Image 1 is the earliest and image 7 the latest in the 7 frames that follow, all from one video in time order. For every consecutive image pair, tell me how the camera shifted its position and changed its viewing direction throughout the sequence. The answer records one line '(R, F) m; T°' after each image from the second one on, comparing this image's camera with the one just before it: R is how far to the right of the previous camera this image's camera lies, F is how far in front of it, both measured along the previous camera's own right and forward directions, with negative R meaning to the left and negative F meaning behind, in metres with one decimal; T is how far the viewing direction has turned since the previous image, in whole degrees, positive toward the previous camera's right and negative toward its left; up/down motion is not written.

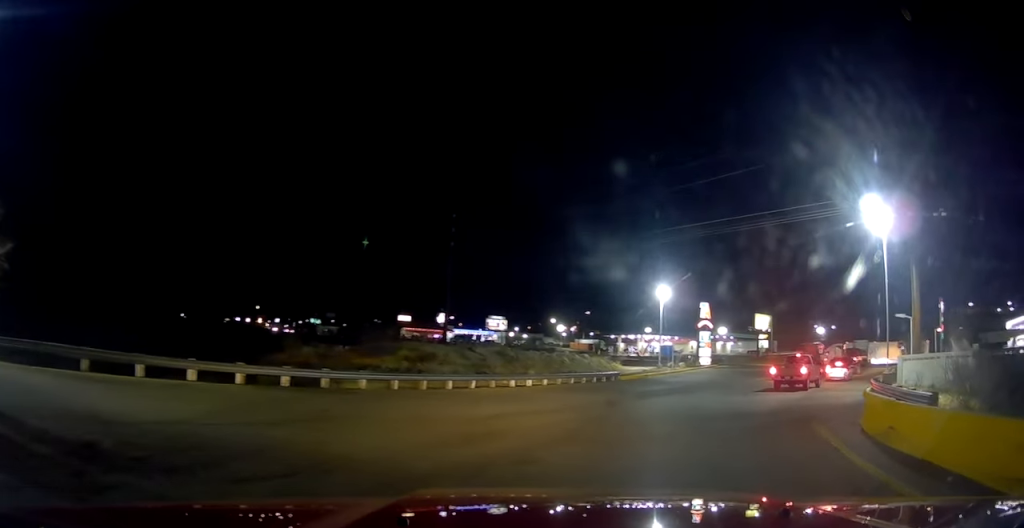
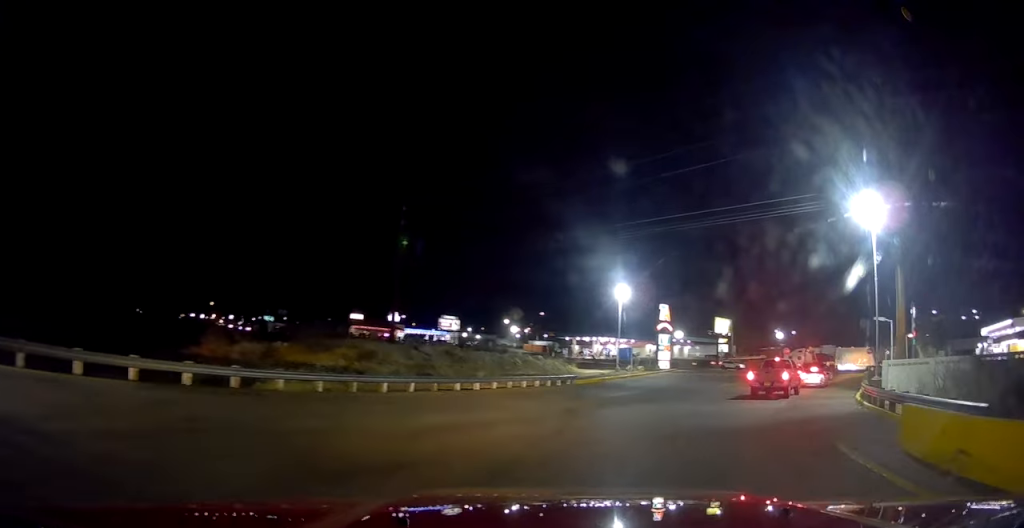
(+0.2, +3.9) m; +5°
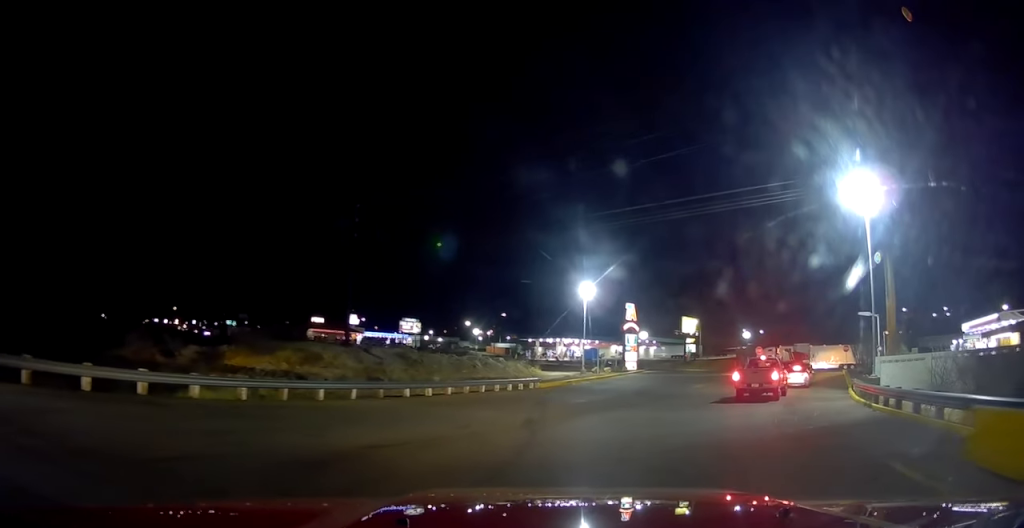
(+0.1, +3.6) m; +3°
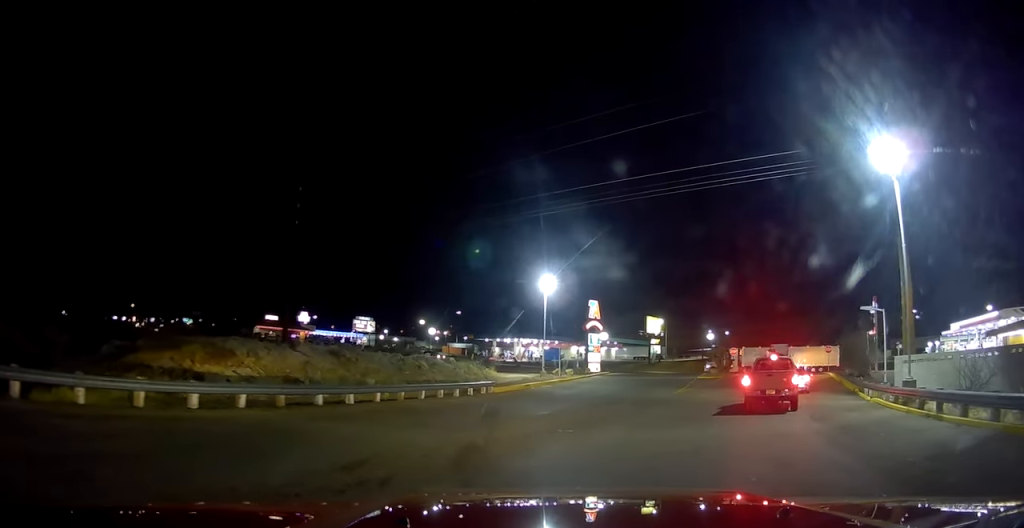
(+0.2, +6.8) m; +5°
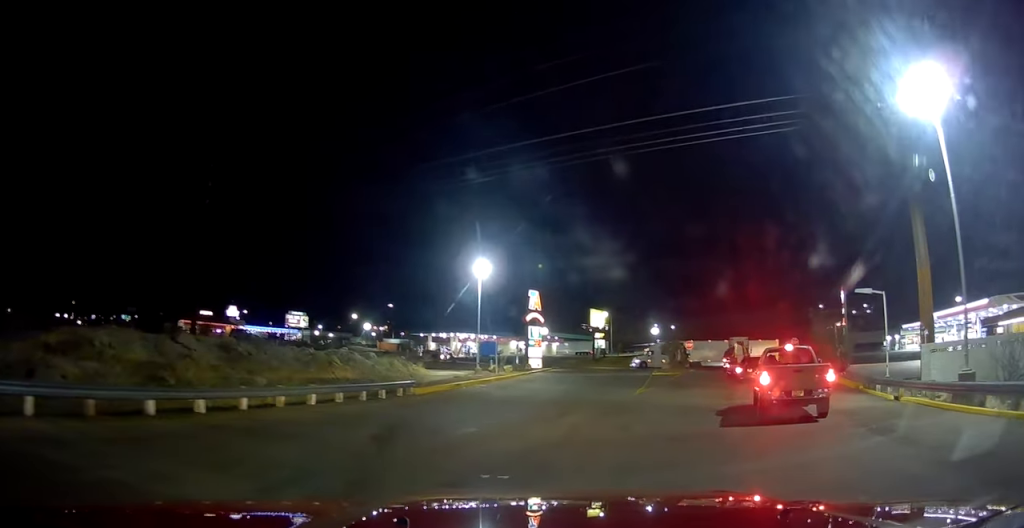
(+0.7, +6.7) m; +10°
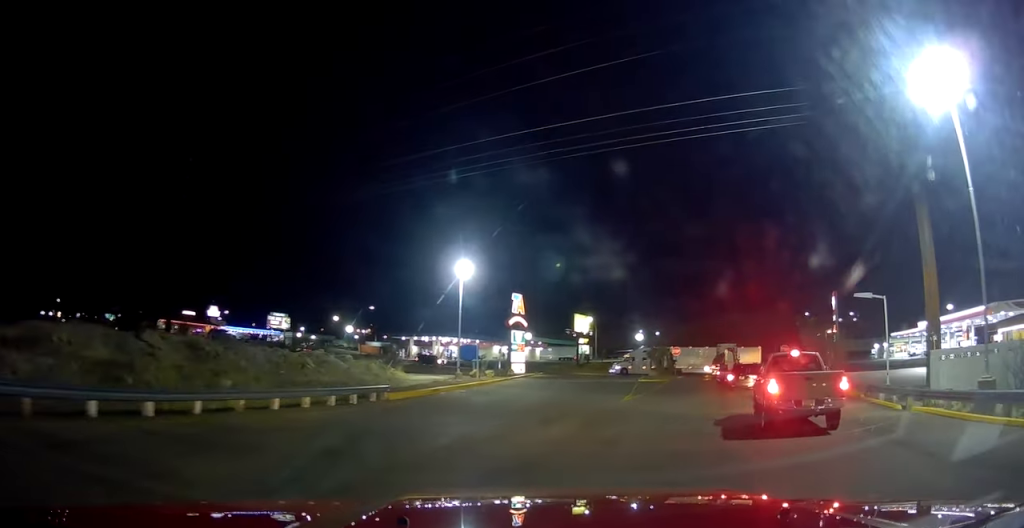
(0.0, +1.5) m; +2°
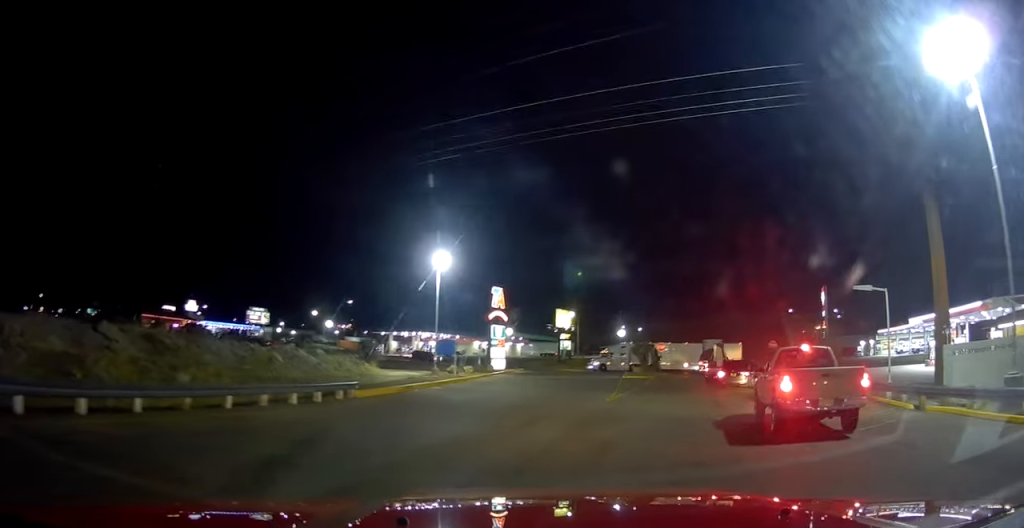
(0.0, +1.6) m; +2°
